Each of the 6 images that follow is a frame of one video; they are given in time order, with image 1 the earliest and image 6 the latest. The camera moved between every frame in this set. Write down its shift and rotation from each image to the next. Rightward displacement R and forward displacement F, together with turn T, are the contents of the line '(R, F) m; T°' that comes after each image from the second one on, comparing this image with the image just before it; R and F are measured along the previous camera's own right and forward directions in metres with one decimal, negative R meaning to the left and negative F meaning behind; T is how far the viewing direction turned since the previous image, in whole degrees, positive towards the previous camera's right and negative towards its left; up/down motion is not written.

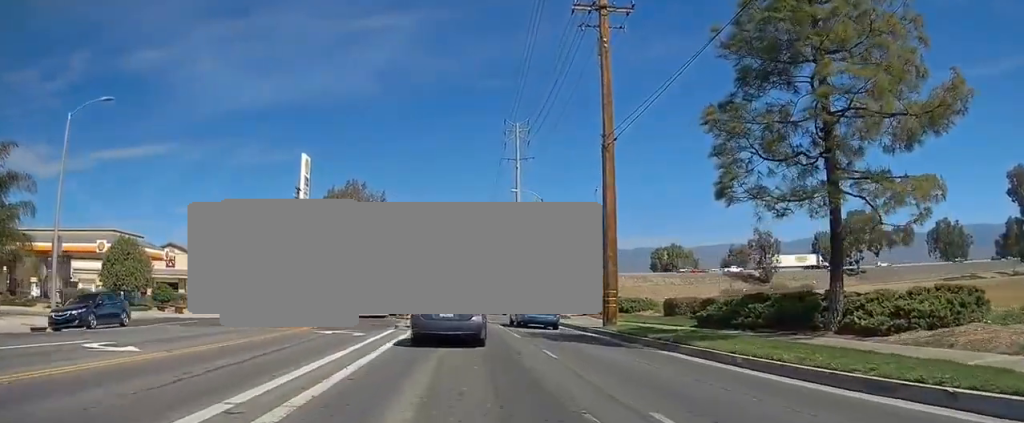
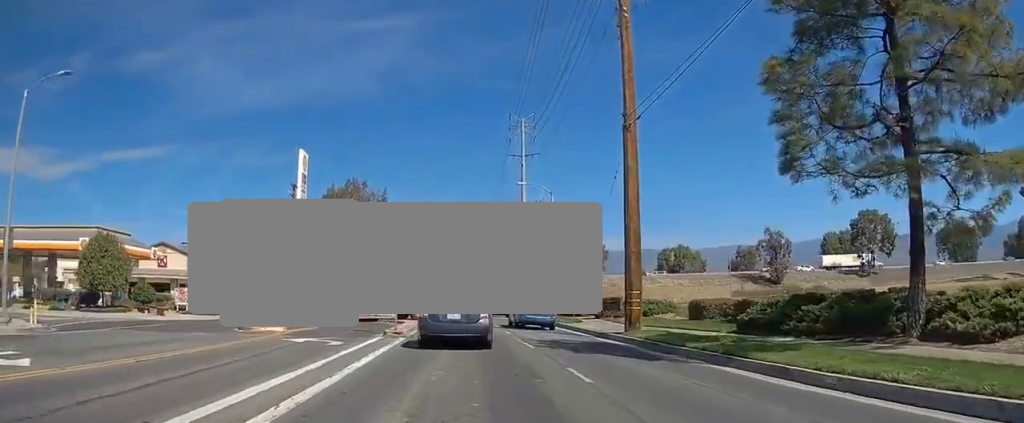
(0.0, +3.8) m; 0°
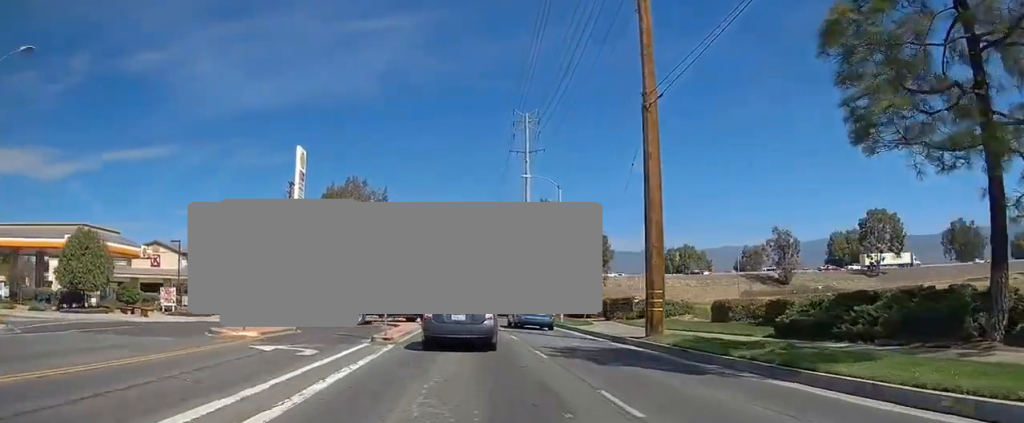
(0.0, +2.6) m; 0°
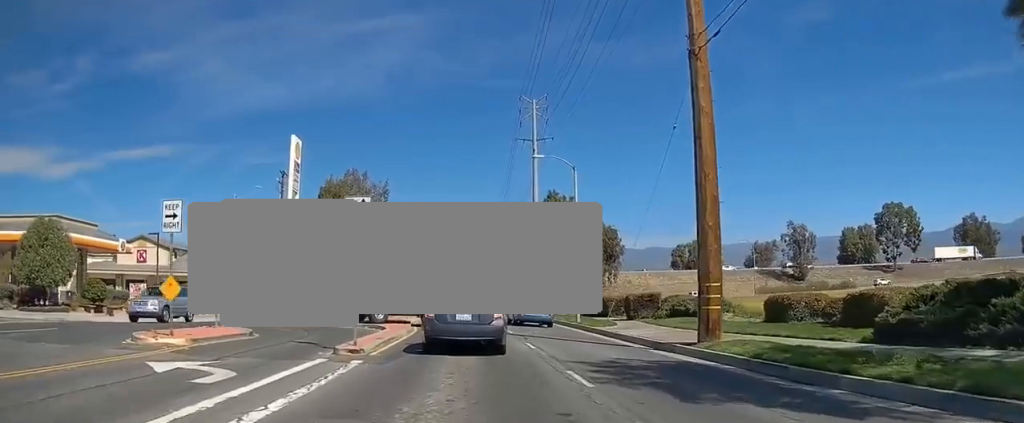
(0.0, +5.1) m; 0°
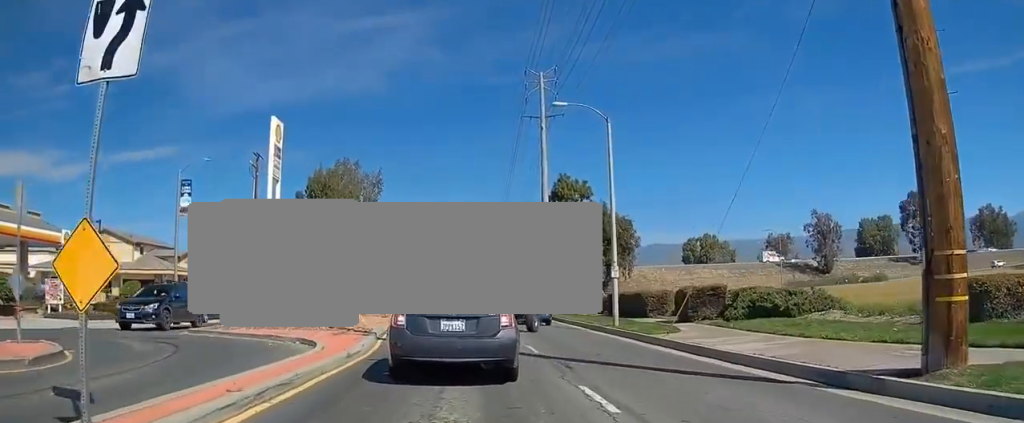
(0.0, +8.5) m; 0°
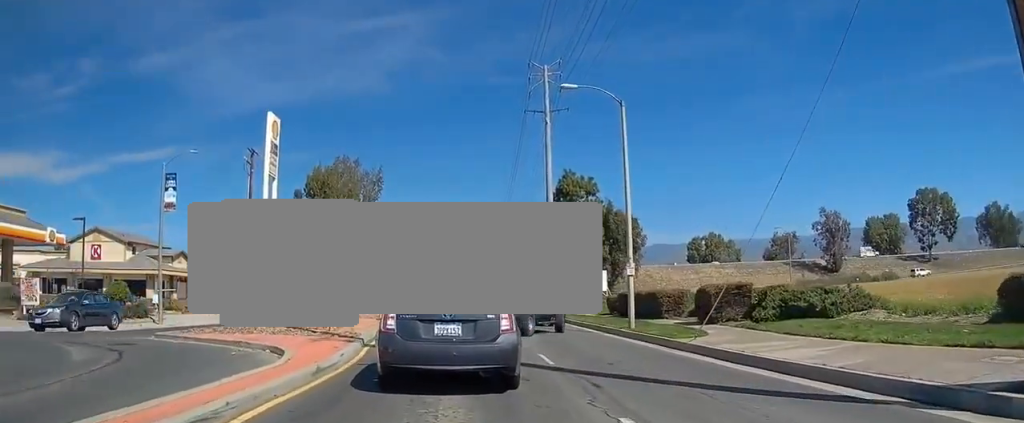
(0.0, +2.1) m; 0°
